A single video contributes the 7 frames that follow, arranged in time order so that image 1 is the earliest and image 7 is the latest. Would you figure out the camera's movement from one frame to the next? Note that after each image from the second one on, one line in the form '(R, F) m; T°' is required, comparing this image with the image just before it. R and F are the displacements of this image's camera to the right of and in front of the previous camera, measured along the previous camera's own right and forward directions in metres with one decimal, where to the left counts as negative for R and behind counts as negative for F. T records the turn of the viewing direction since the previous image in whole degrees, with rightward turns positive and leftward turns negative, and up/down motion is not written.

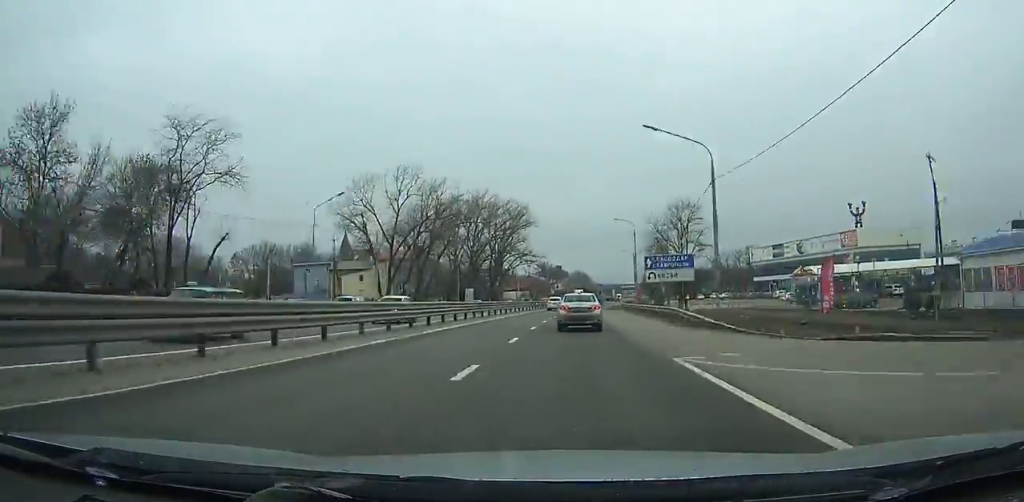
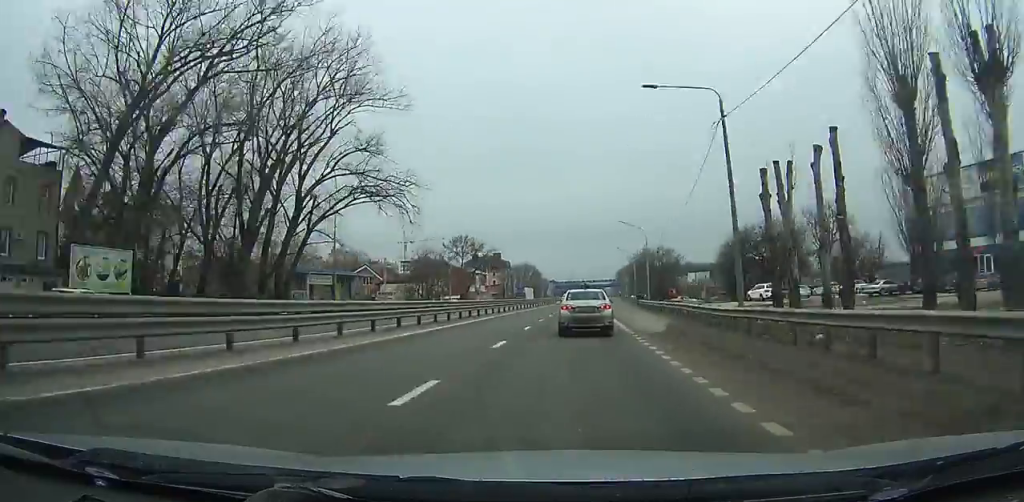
(+3.8, +86.5) m; +4°
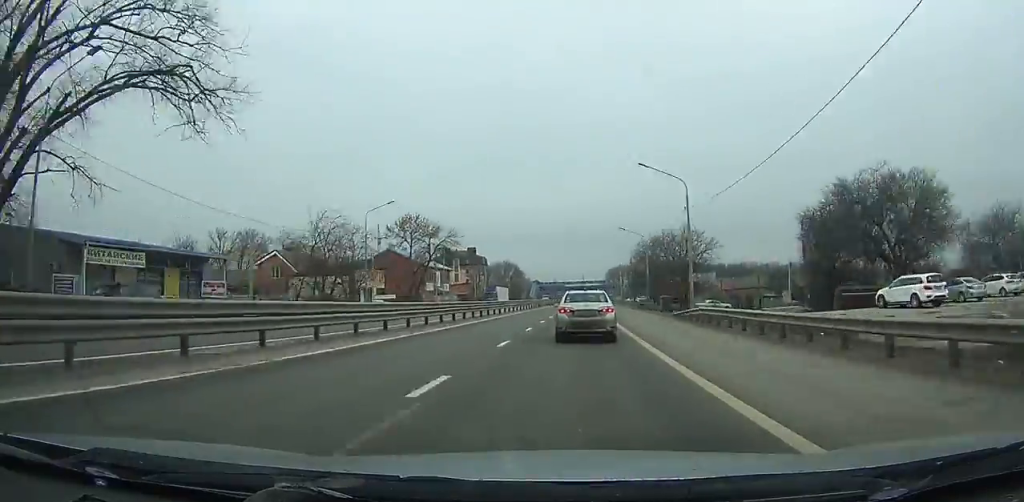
(+0.4, +30.1) m; +1°
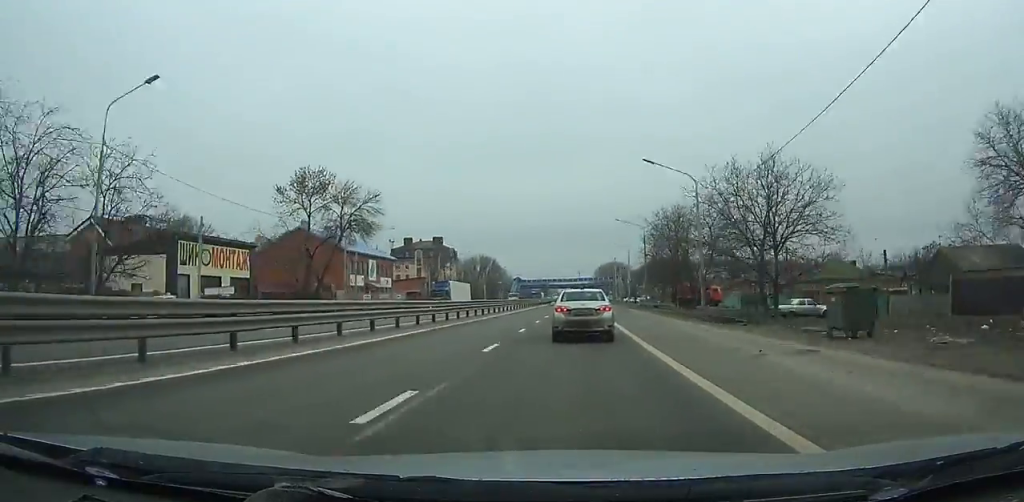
(+0.4, +33.8) m; +1°
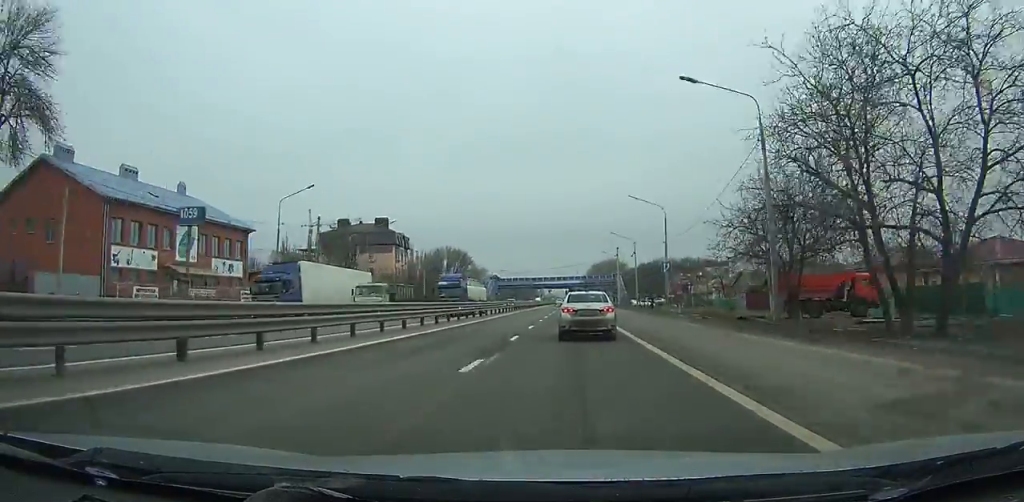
(+0.4, +45.0) m; +1°
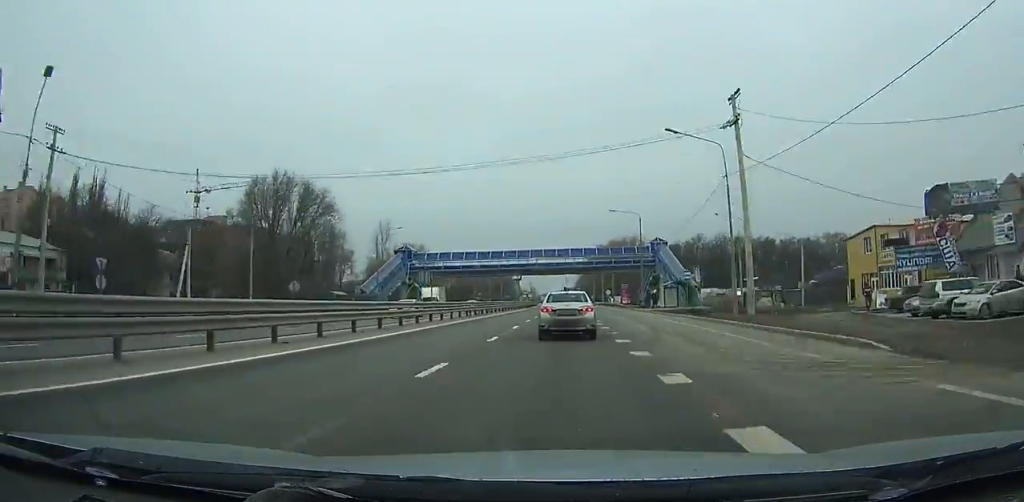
(+0.1, +105.9) m; 0°
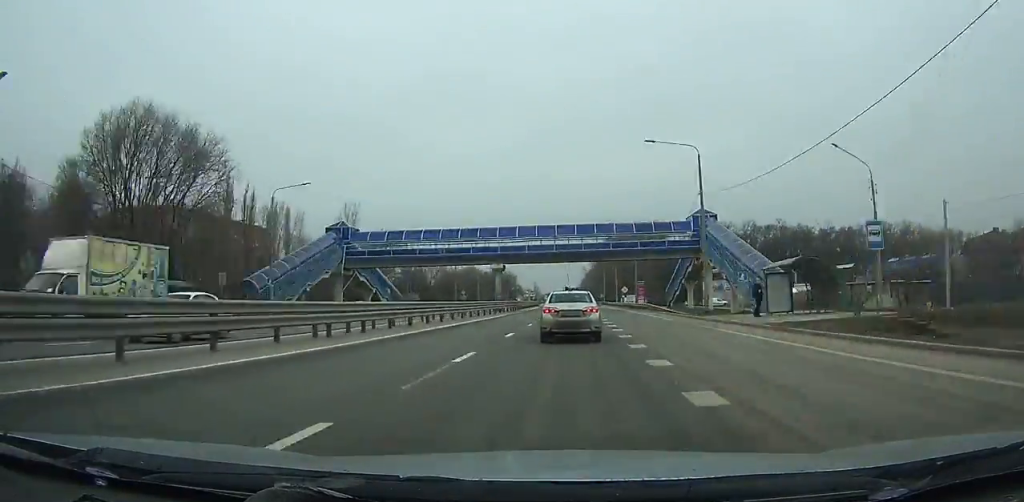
(-0.2, +29.2) m; 0°
